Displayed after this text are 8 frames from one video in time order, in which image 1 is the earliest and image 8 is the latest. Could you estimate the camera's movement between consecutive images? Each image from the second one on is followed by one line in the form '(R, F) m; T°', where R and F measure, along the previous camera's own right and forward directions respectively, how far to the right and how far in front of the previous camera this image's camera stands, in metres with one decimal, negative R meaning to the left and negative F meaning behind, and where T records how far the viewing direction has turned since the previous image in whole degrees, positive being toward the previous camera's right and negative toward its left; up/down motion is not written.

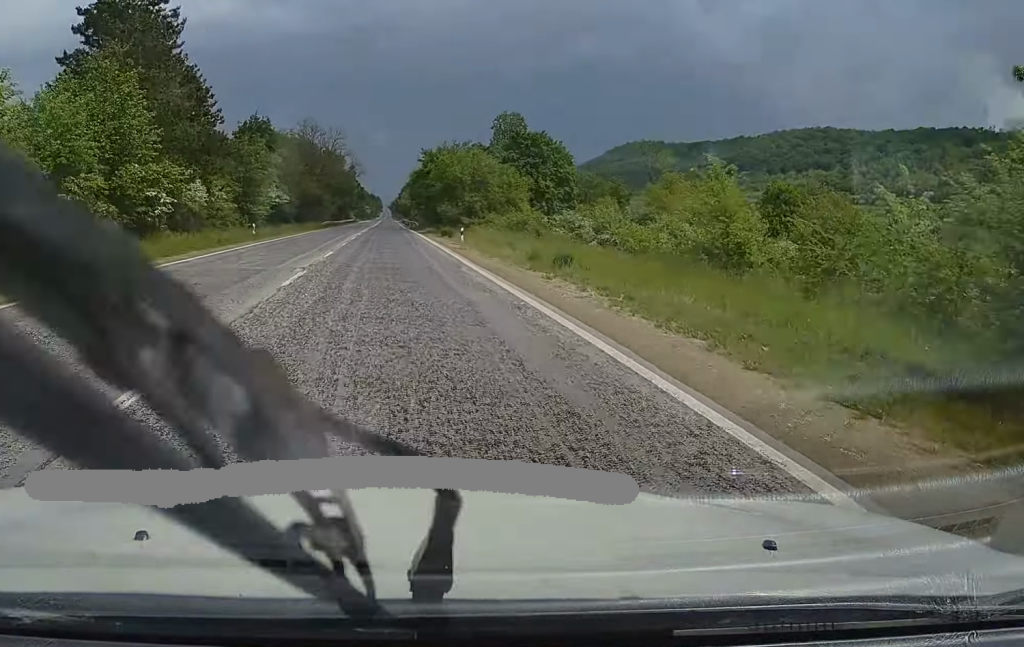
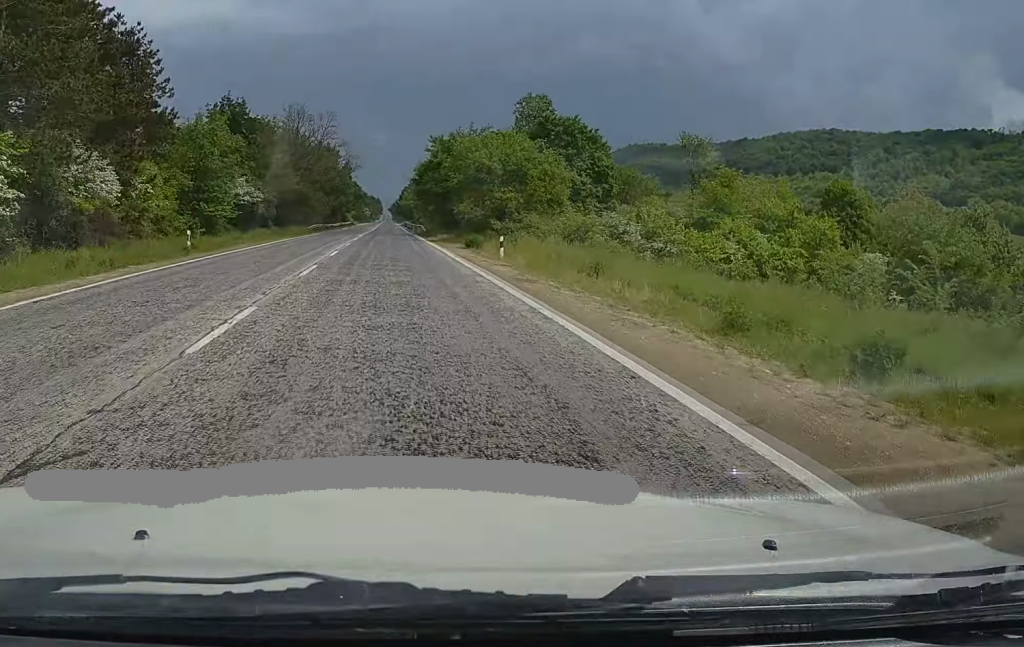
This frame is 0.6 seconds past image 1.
(0.0, +15.5) m; 0°
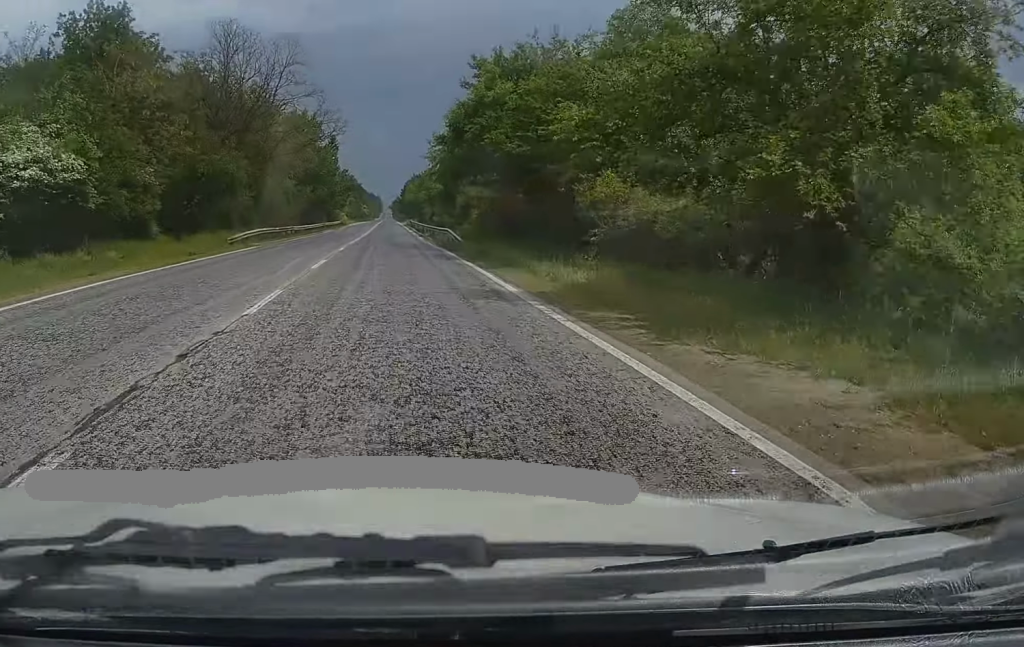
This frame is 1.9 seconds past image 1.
(+0.1, +33.5) m; 0°
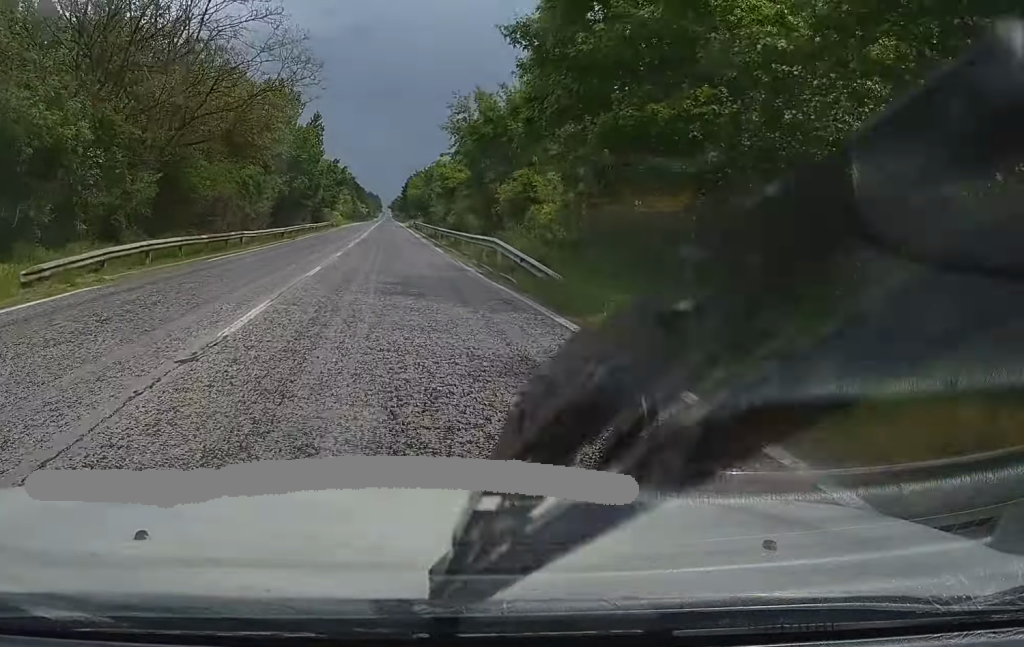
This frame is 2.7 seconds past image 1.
(0.0, +19.7) m; -1°
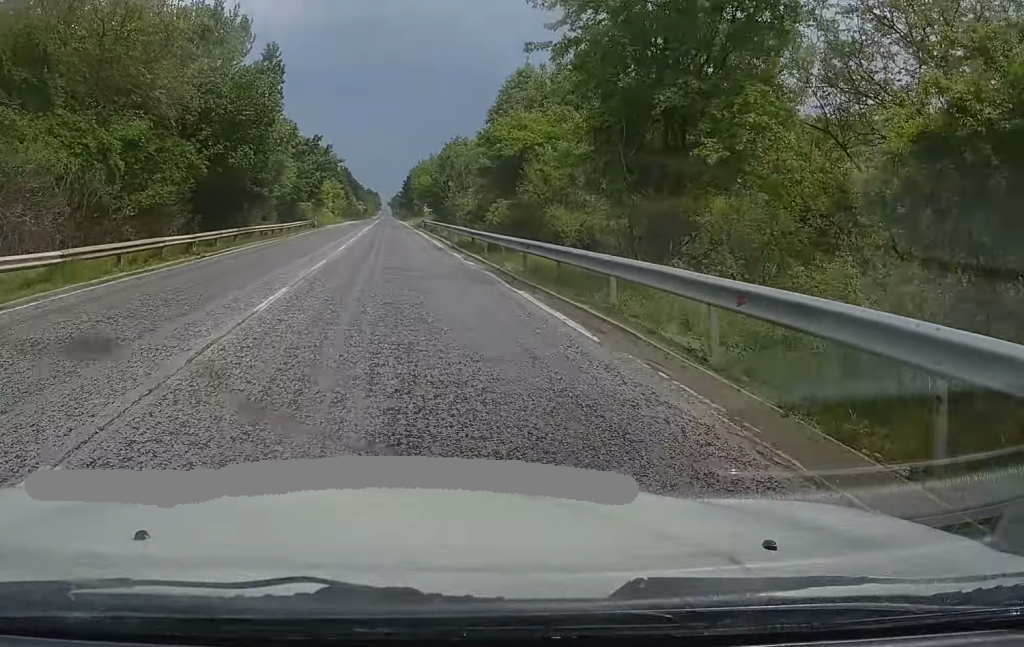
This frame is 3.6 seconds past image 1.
(-0.4, +25.0) m; 0°
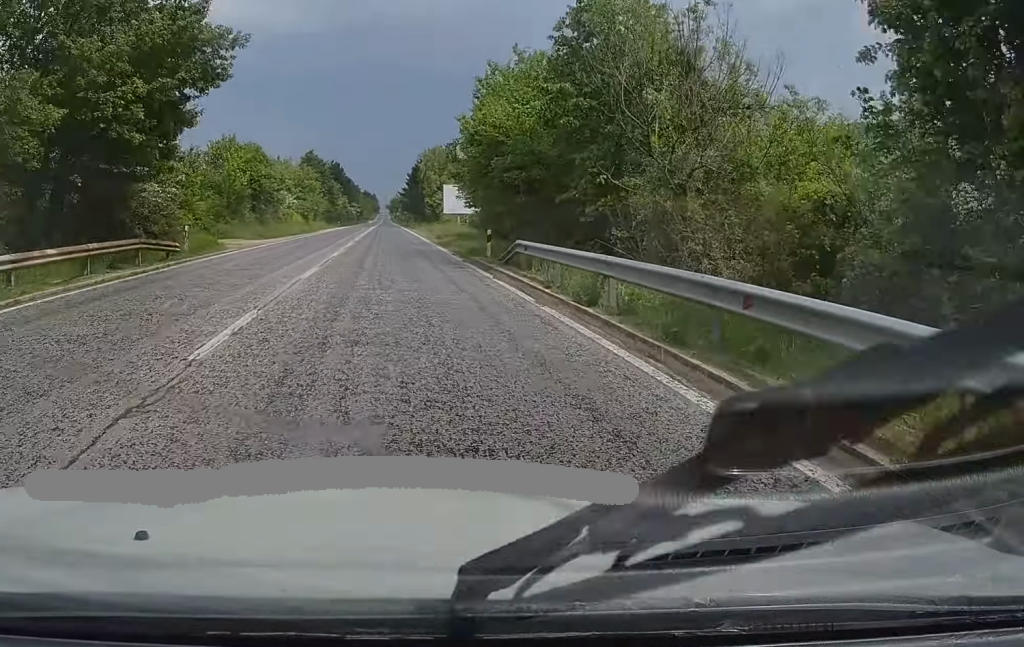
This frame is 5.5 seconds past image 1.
(+0.7, +48.5) m; +1°
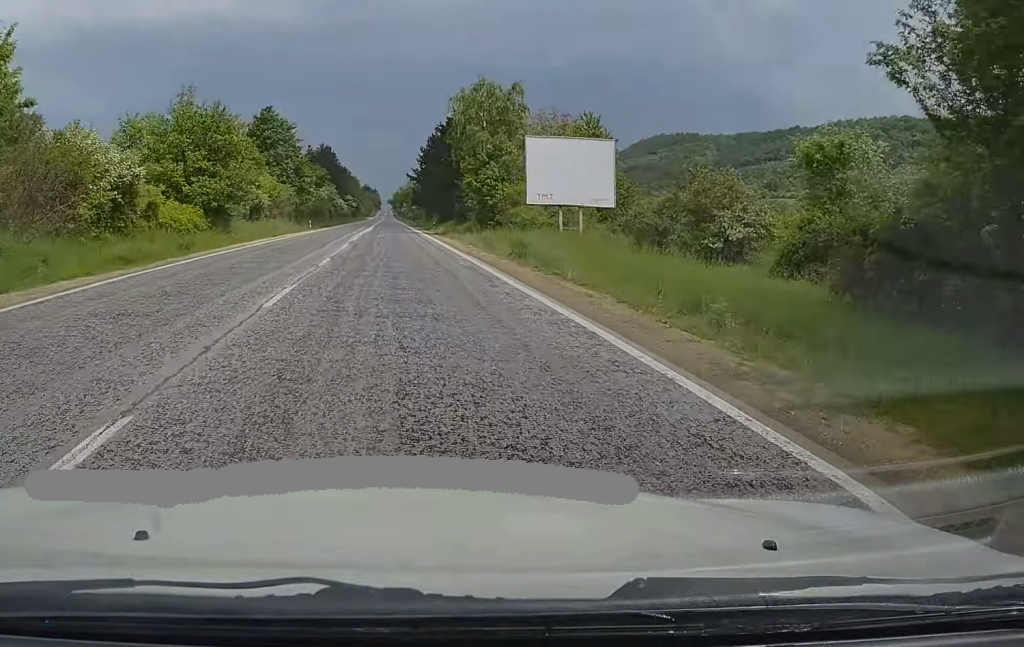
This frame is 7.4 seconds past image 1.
(0.0, +50.3) m; -1°
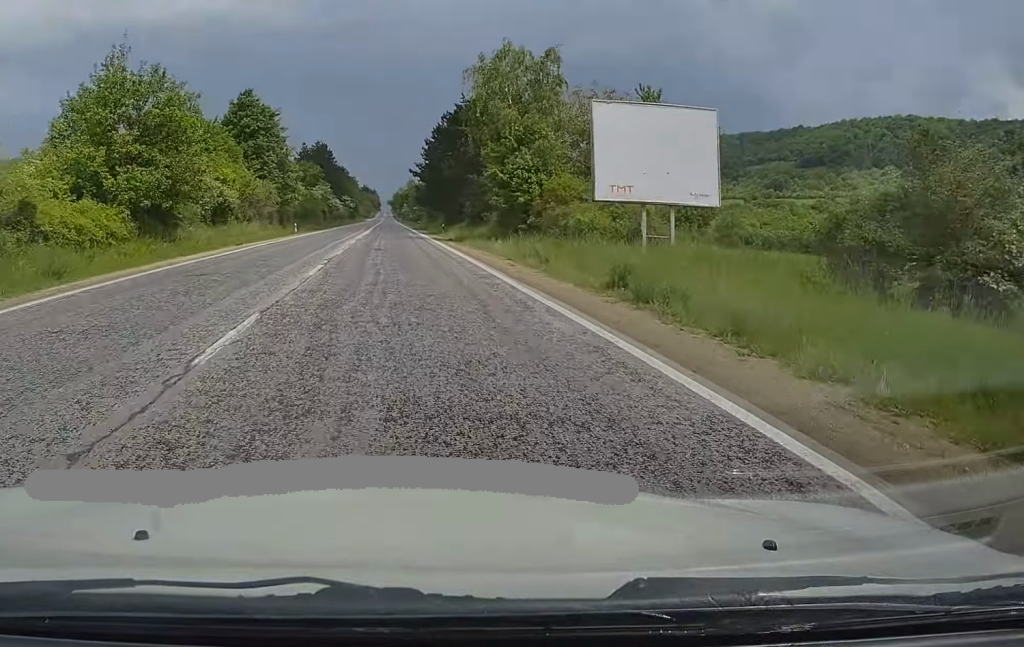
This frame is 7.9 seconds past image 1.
(0.0, +12.1) m; 0°
